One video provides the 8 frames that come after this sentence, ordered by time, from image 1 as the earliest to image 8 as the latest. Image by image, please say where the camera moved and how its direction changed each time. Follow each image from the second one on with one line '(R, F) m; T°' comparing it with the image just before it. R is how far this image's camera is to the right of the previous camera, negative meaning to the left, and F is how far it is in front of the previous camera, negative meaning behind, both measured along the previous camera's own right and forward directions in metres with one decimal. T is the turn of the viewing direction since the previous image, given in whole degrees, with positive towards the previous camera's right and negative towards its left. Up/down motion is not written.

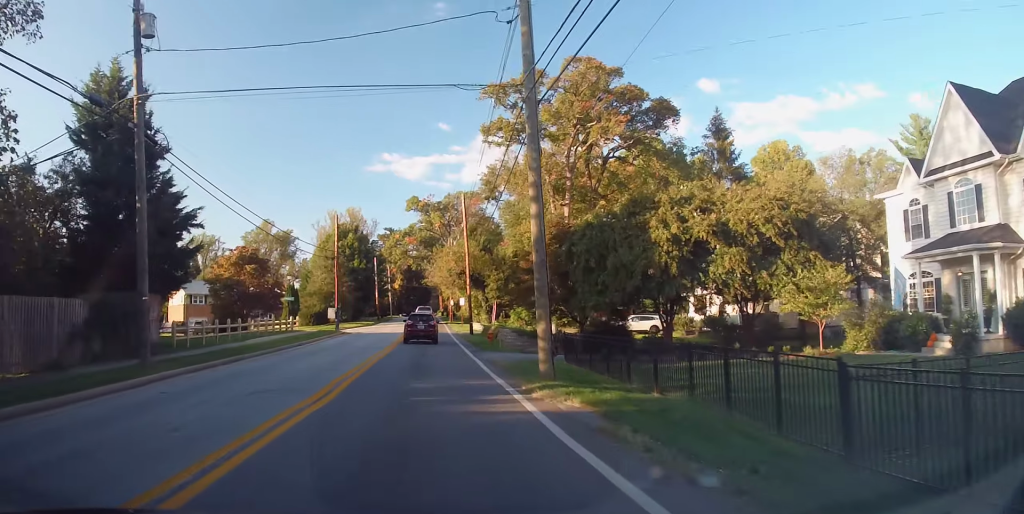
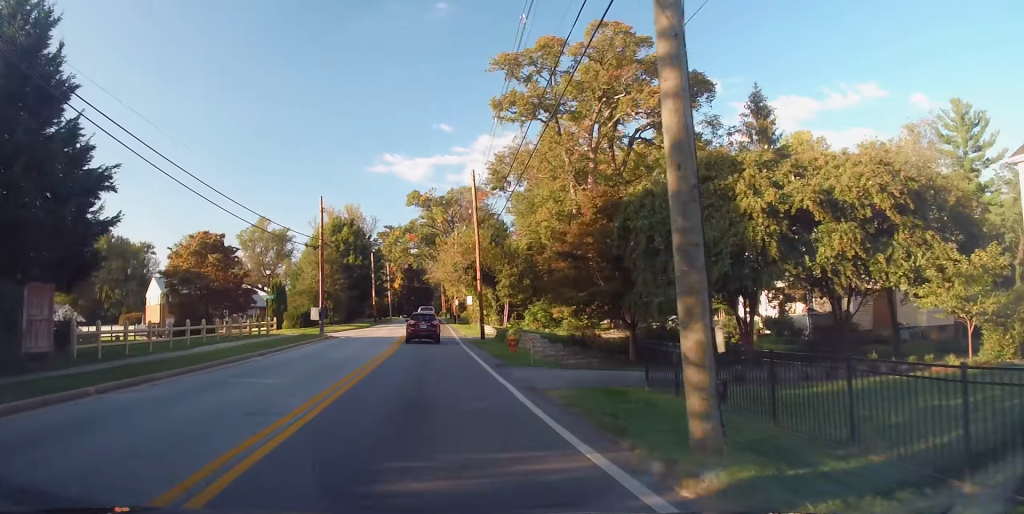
(+0.2, +8.2) m; 0°
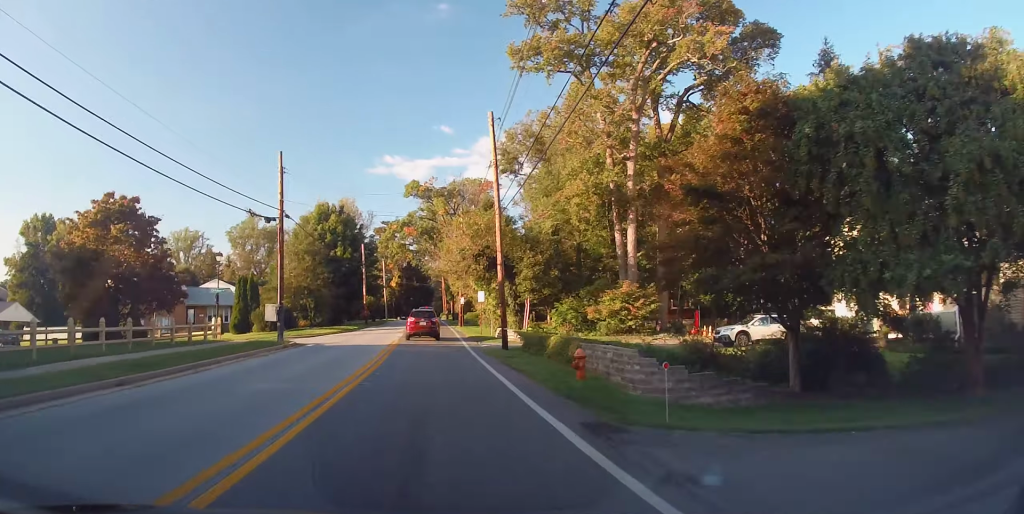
(-0.4, +12.0) m; 0°
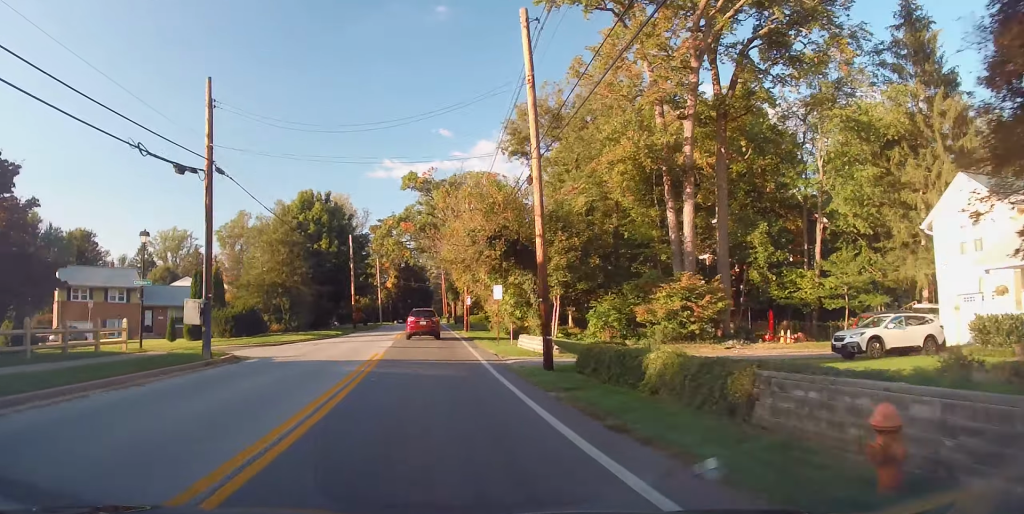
(+0.4, +10.6) m; 0°
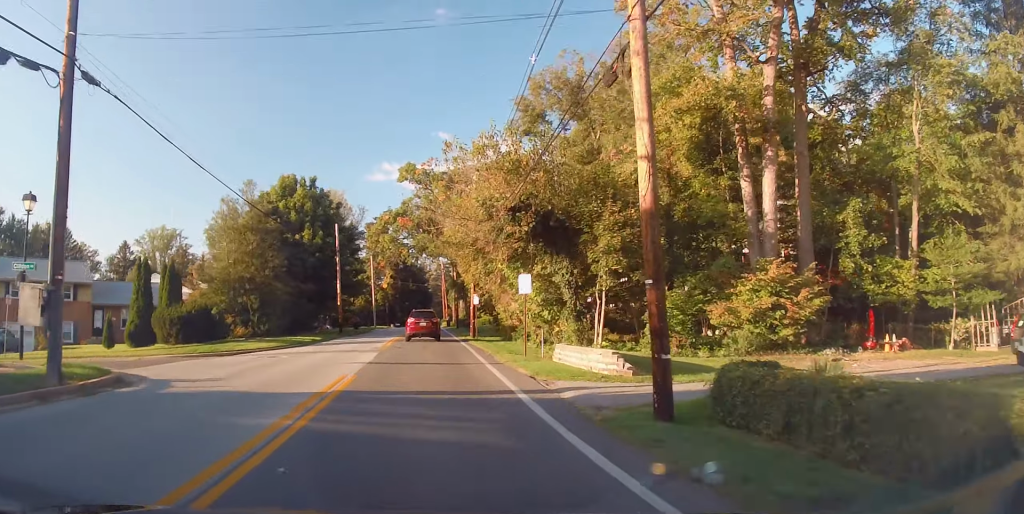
(-0.2, +9.1) m; 0°
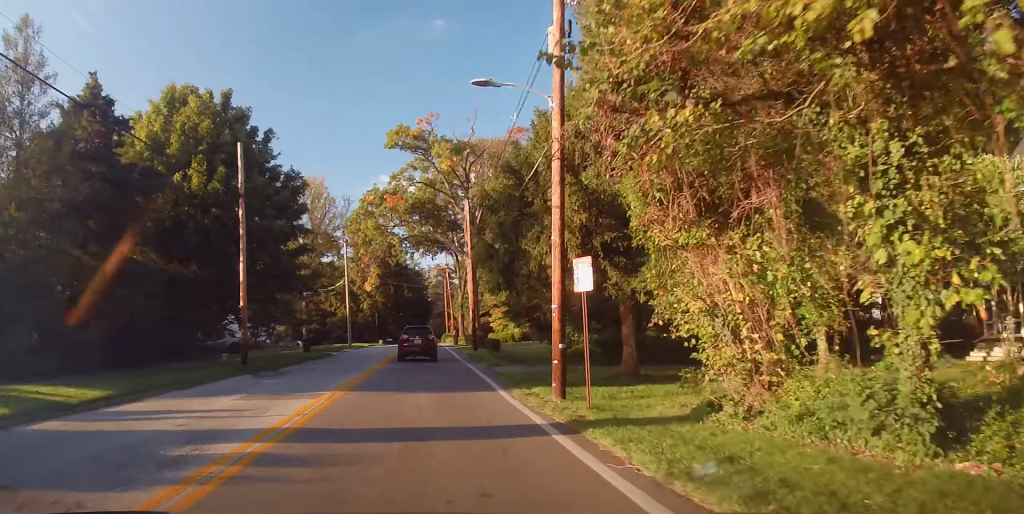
(0.0, +27.1) m; 0°
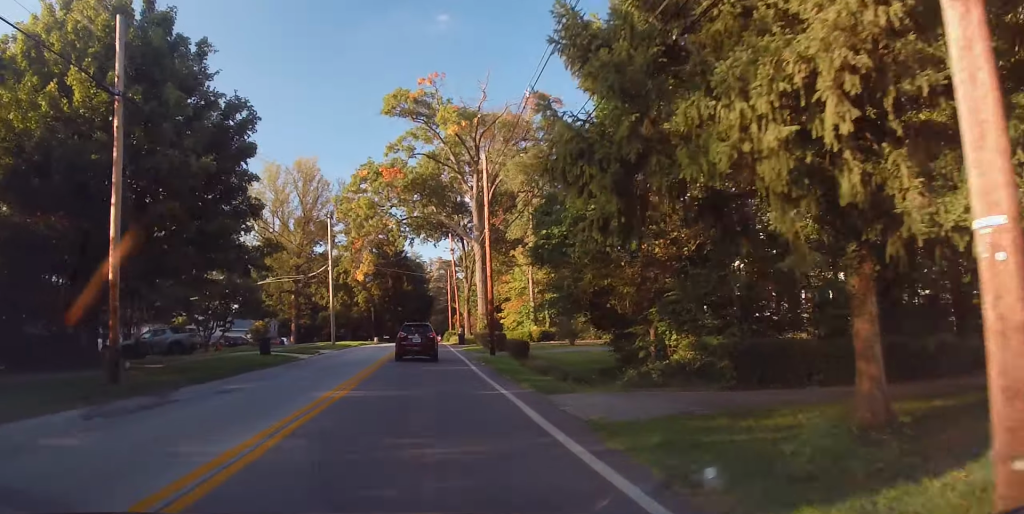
(+0.1, +10.8) m; +1°
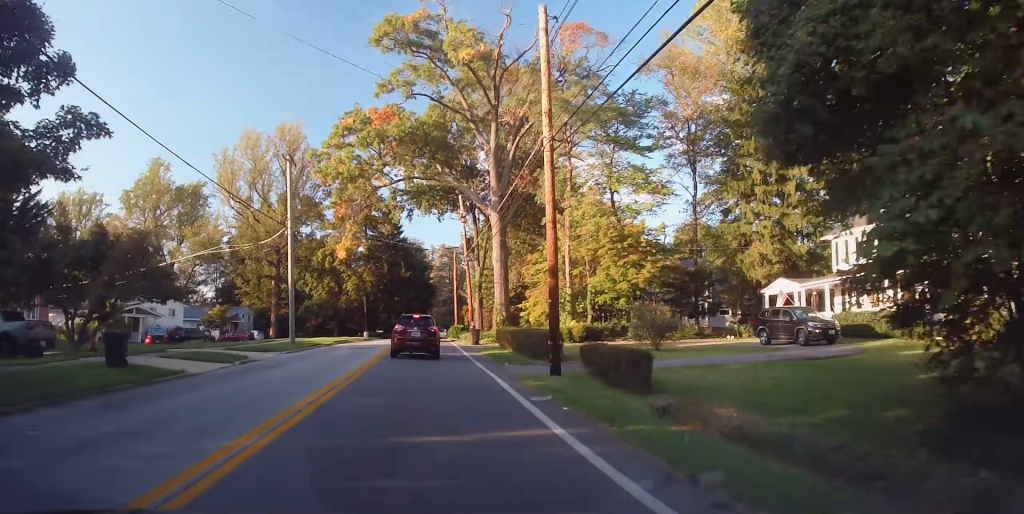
(+0.2, +15.5) m; +1°
